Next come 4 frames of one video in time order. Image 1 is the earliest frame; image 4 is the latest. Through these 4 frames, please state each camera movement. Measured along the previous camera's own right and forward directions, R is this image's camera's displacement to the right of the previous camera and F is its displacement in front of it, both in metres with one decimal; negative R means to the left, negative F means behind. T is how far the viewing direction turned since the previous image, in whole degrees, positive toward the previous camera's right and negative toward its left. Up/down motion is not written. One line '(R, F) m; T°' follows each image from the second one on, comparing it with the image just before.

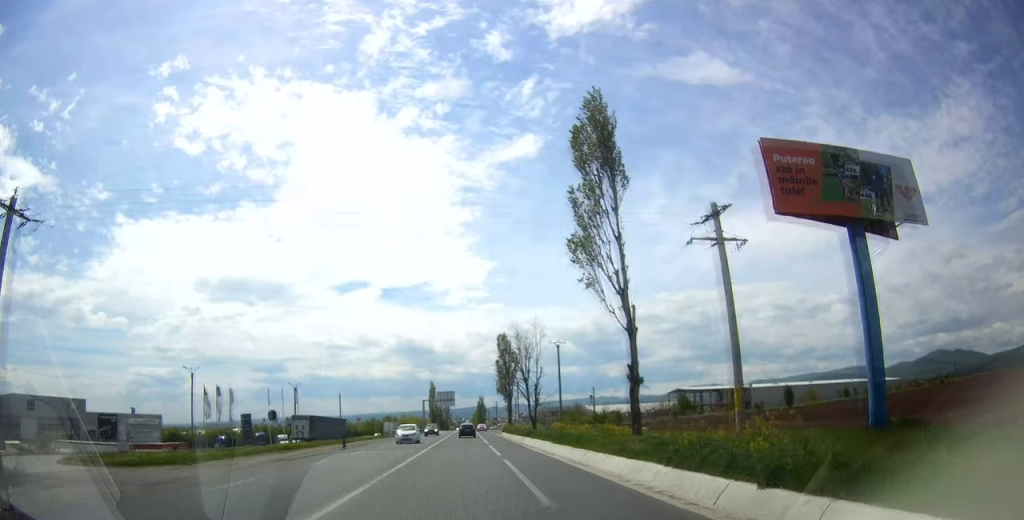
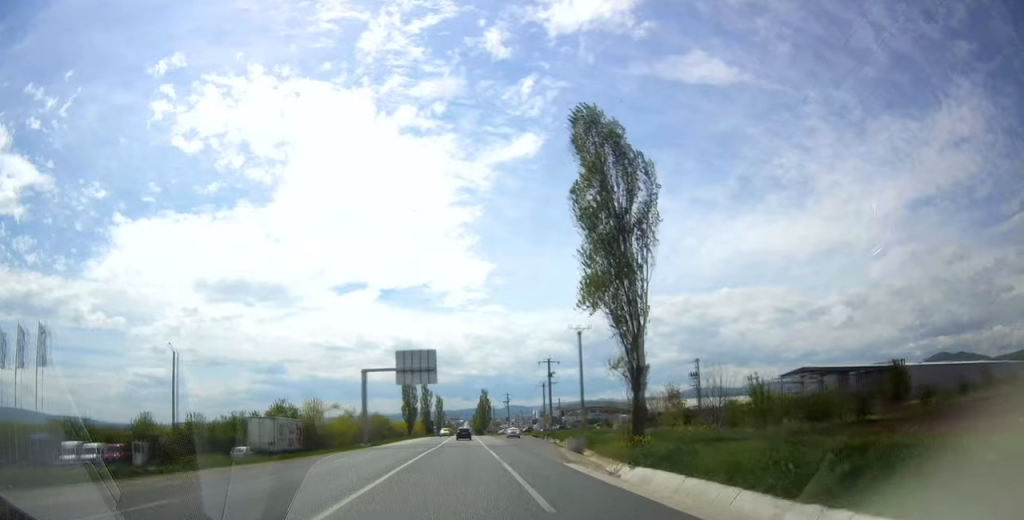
(-1.1, +75.2) m; -2°
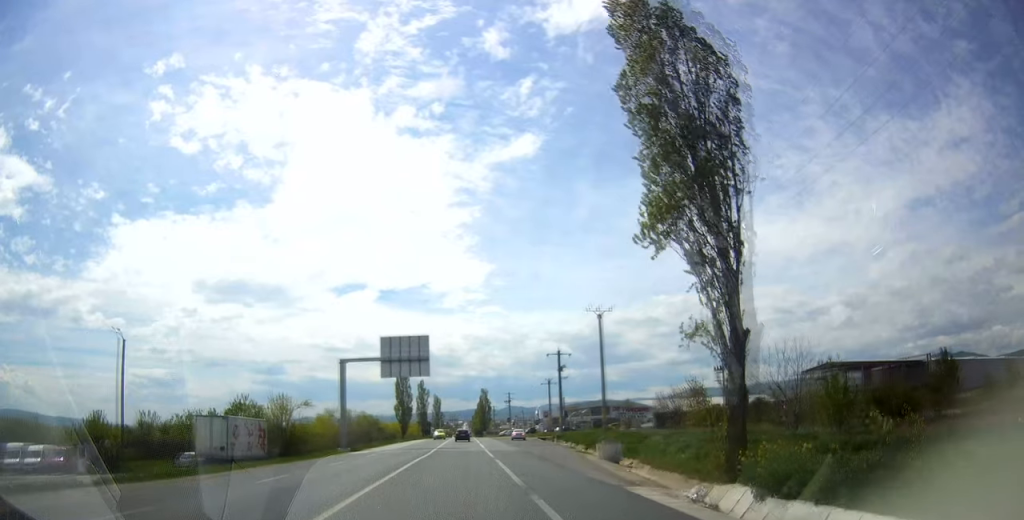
(0.0, +9.4) m; 0°
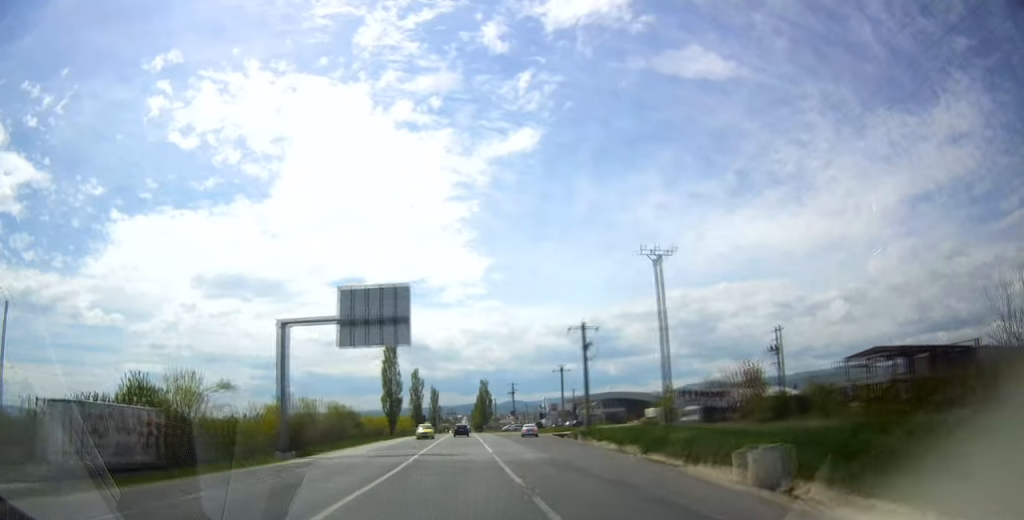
(+0.1, +15.2) m; +1°
